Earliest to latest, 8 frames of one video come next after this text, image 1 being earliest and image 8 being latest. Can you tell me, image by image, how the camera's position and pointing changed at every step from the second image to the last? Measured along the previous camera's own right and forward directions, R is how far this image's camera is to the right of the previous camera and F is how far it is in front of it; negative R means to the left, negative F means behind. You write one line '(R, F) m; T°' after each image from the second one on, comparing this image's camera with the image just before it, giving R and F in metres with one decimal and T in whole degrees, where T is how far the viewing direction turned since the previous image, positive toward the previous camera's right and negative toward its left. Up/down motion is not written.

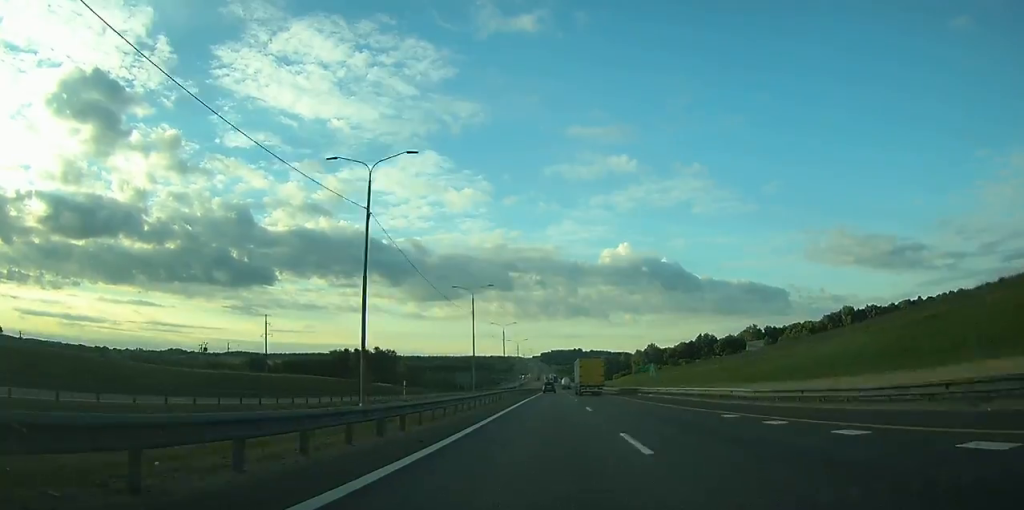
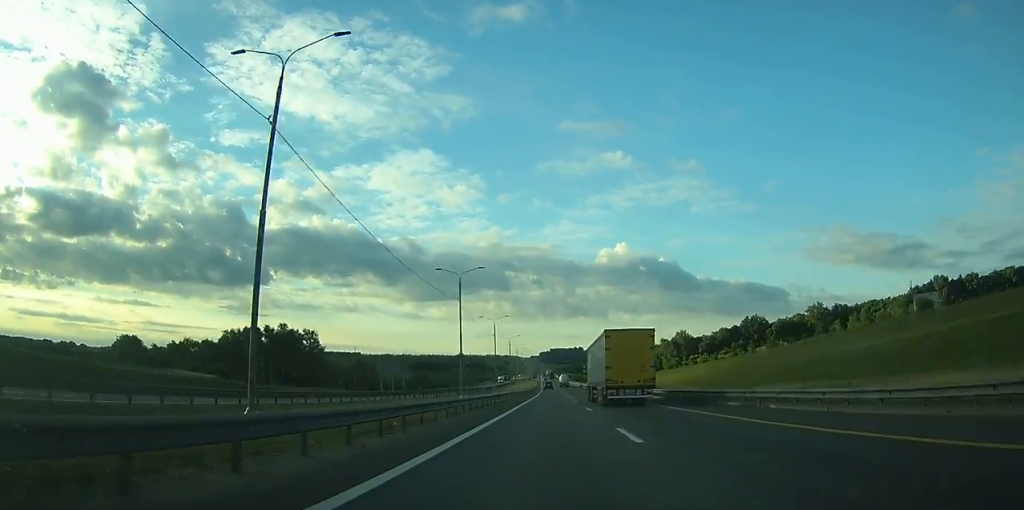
(+0.3, +95.3) m; 0°
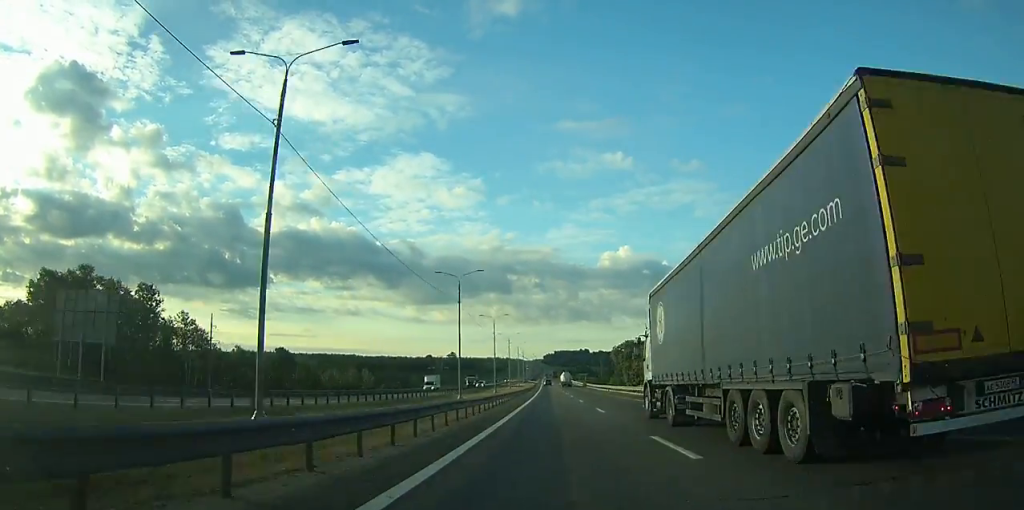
(-0.2, +85.8) m; 0°
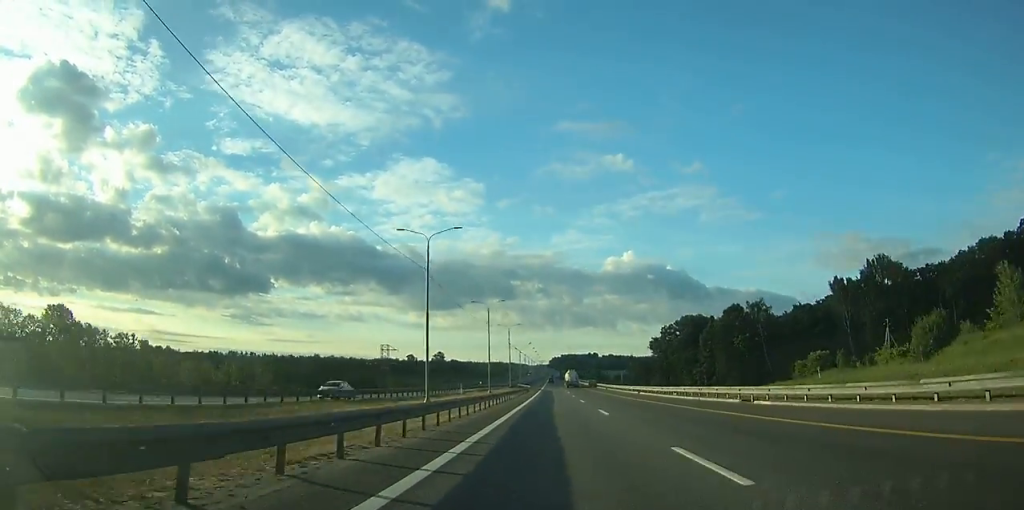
(-0.4, +103.3) m; 0°
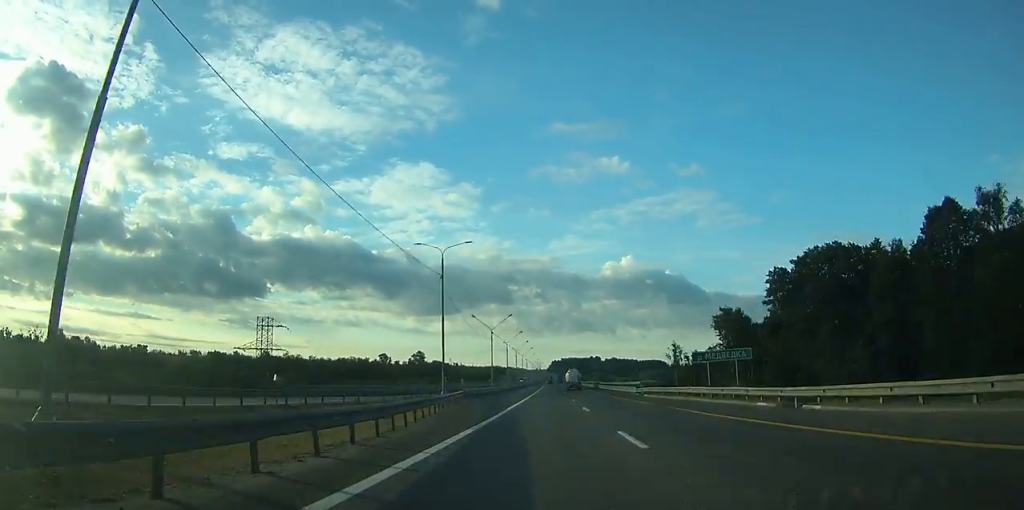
(-0.3, +76.2) m; 0°
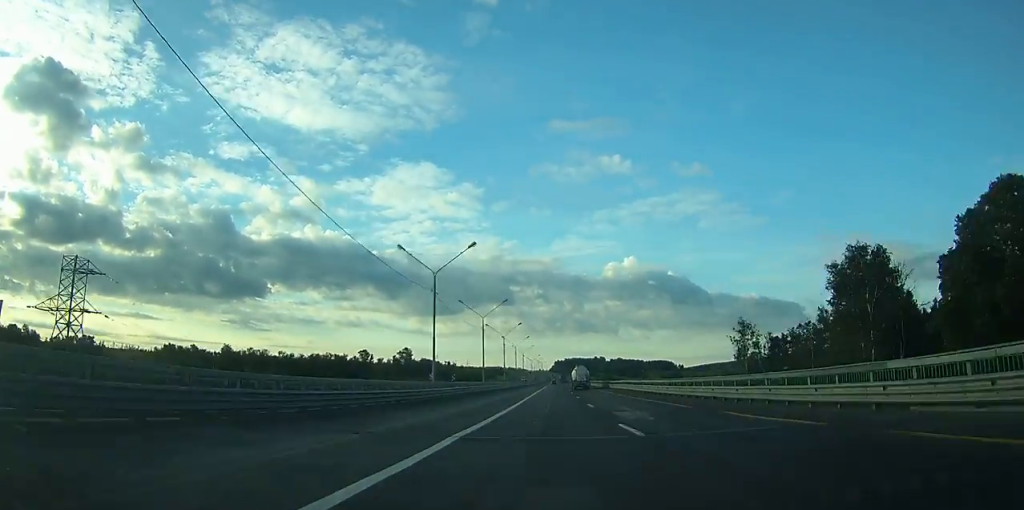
(-0.1, +47.5) m; 0°
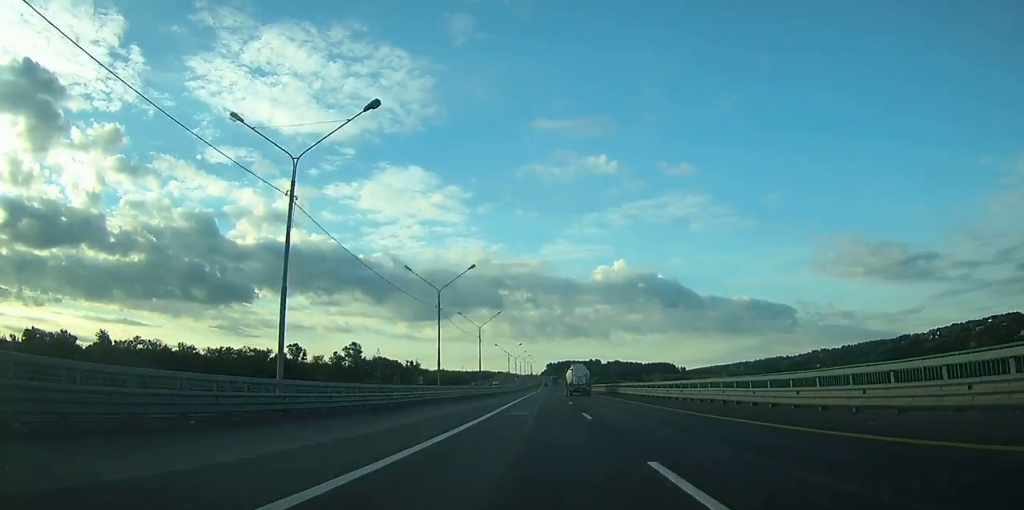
(+0.1, +82.4) m; 0°
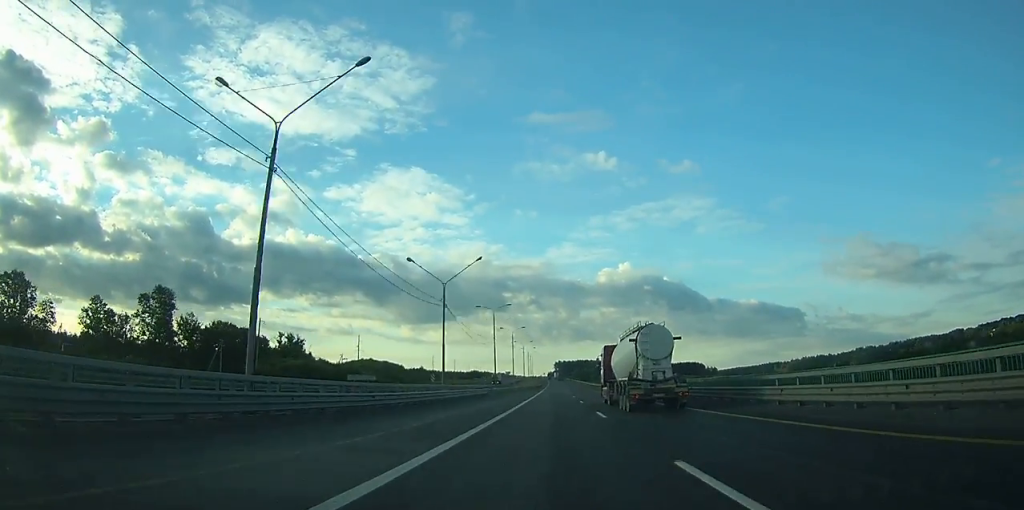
(-0.3, +155.6) m; 0°
